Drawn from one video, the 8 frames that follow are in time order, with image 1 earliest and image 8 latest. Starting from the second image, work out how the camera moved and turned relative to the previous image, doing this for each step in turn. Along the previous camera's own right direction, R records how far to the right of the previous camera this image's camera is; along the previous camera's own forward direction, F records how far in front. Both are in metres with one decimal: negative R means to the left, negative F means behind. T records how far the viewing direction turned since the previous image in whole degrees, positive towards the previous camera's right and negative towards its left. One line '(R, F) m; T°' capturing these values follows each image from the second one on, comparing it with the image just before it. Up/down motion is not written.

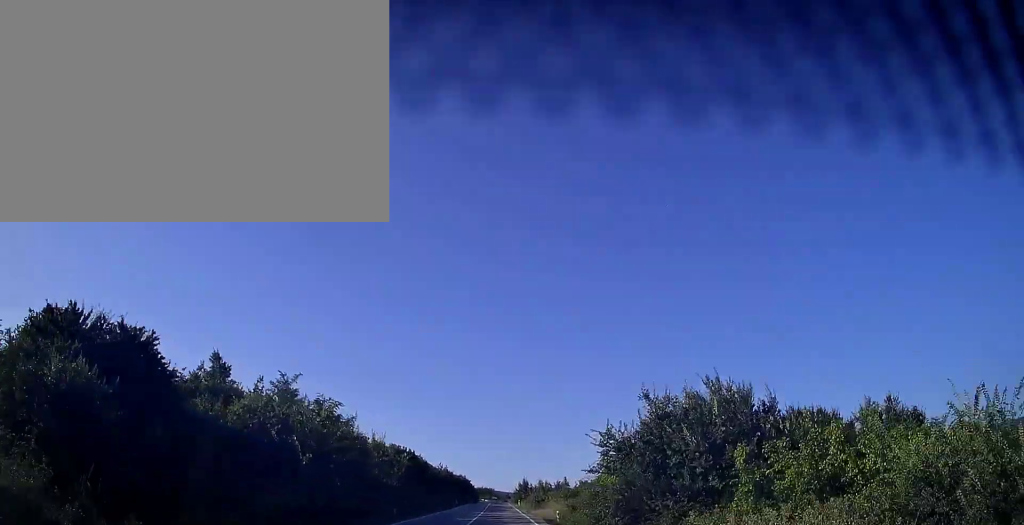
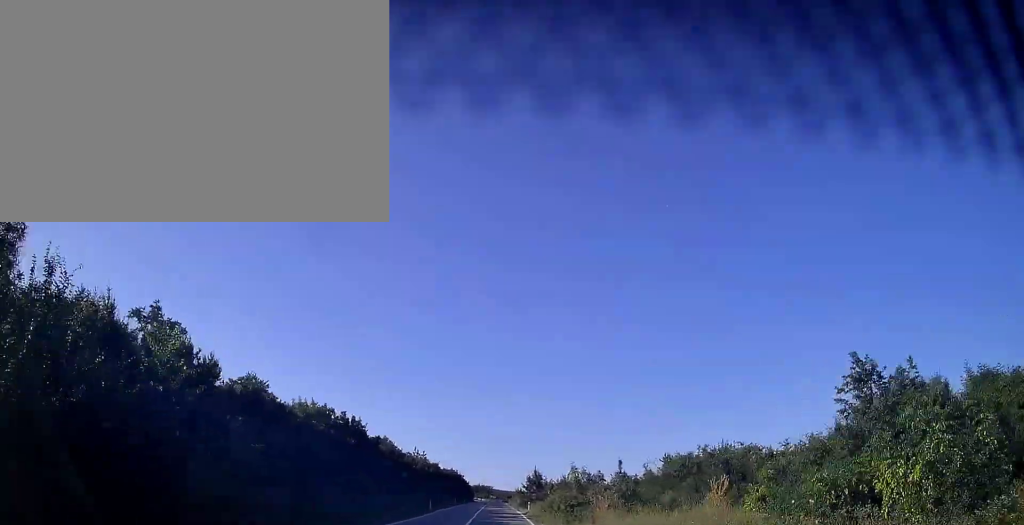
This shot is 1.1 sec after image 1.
(0.0, +28.5) m; 0°
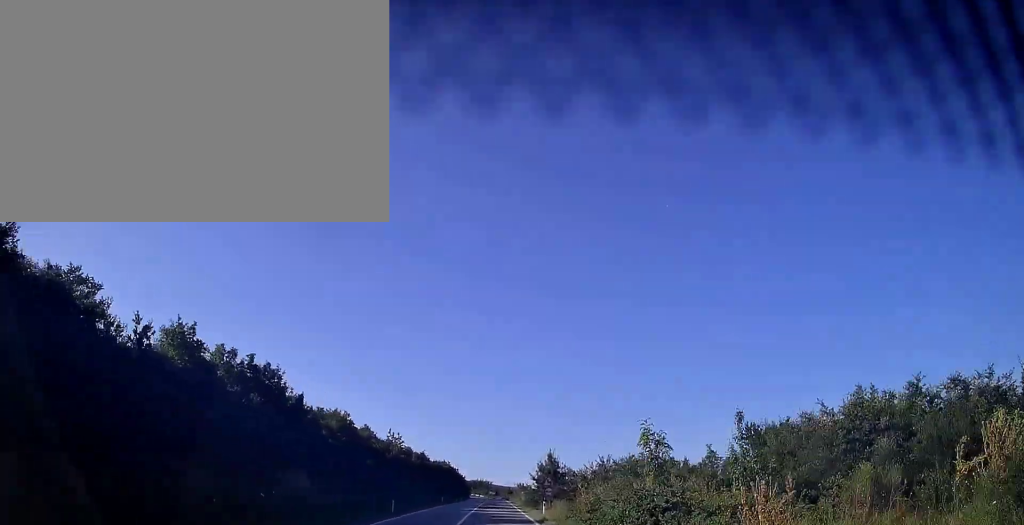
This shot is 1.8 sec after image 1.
(+0.2, +17.6) m; 0°
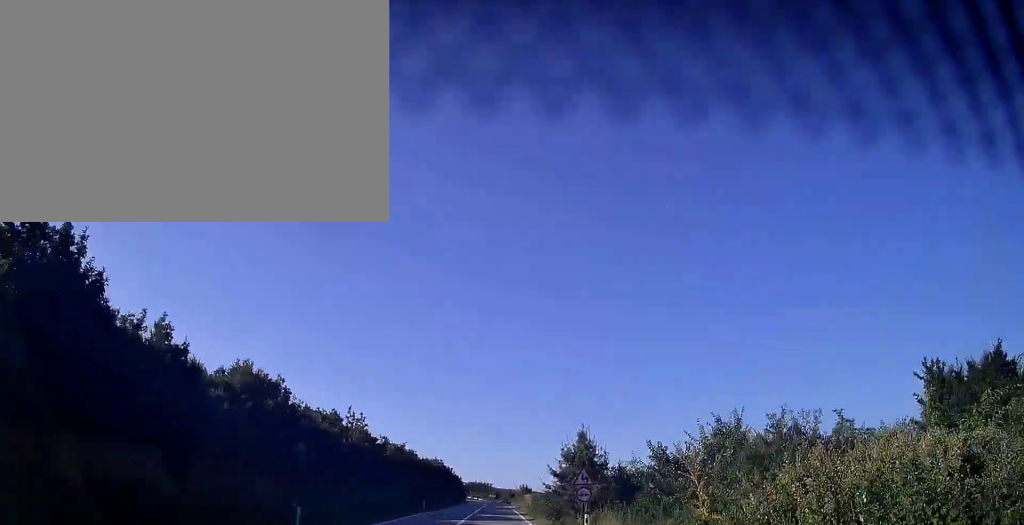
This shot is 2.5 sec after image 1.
(0.0, +15.8) m; 0°
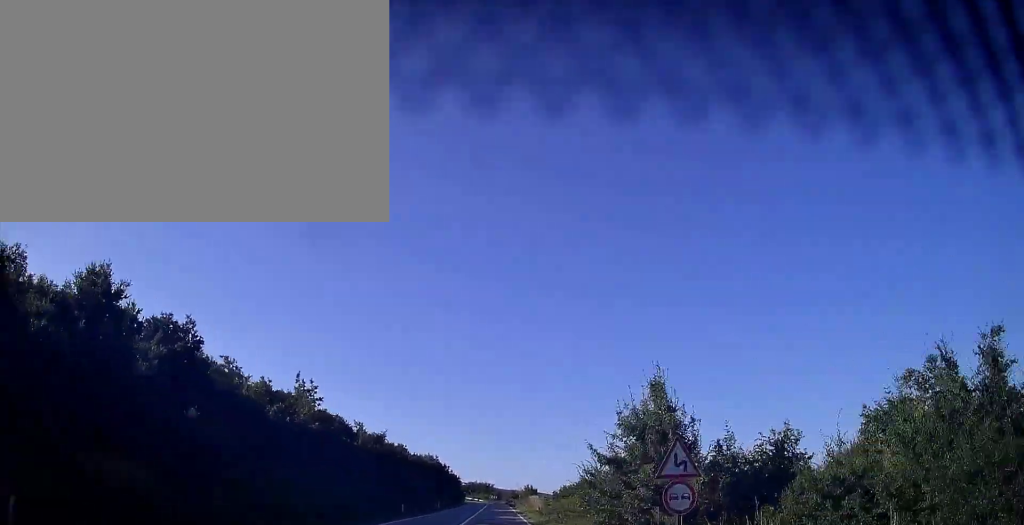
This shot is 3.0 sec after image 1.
(0.0, +12.5) m; 0°
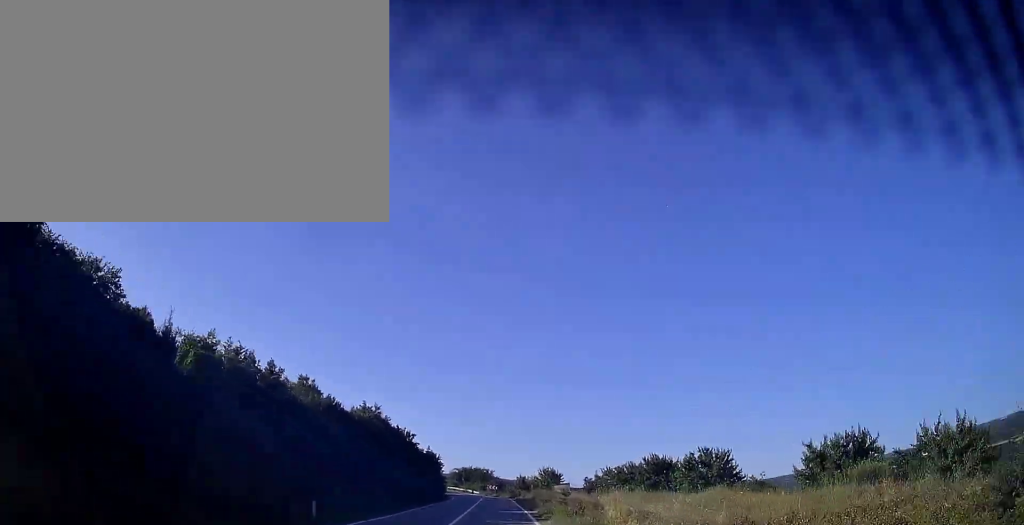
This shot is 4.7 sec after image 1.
(-0.3, +42.3) m; 0°
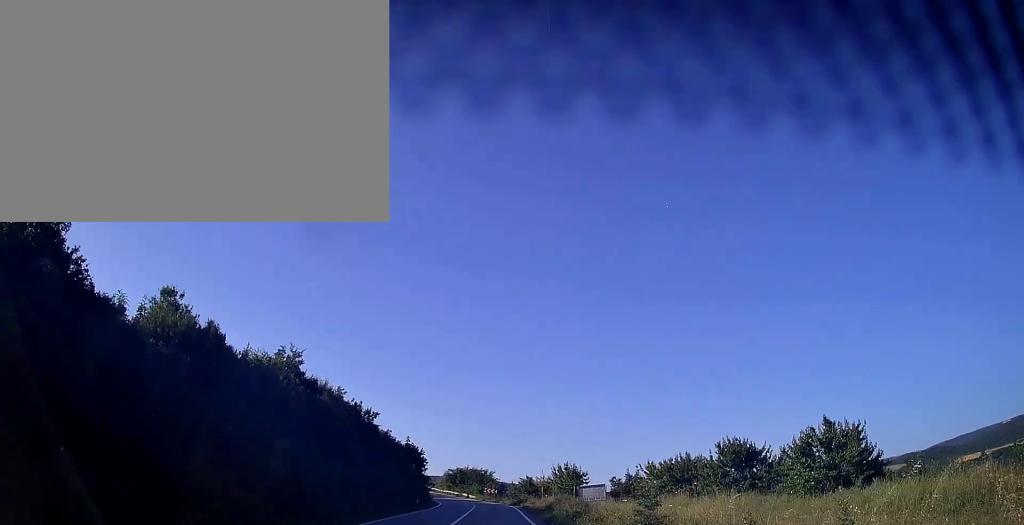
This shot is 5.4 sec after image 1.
(+0.2, +18.2) m; 0°
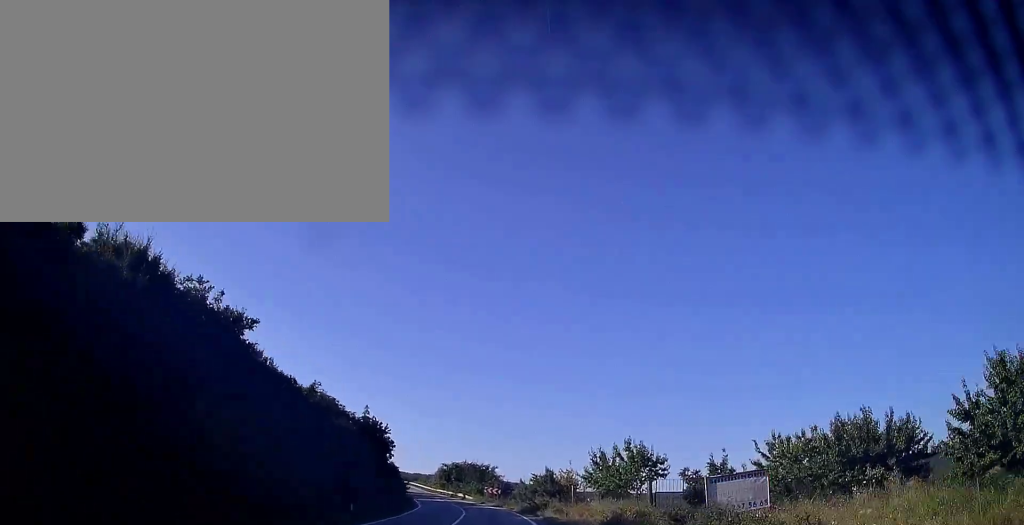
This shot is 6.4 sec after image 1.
(-0.1, +21.8) m; -1°
